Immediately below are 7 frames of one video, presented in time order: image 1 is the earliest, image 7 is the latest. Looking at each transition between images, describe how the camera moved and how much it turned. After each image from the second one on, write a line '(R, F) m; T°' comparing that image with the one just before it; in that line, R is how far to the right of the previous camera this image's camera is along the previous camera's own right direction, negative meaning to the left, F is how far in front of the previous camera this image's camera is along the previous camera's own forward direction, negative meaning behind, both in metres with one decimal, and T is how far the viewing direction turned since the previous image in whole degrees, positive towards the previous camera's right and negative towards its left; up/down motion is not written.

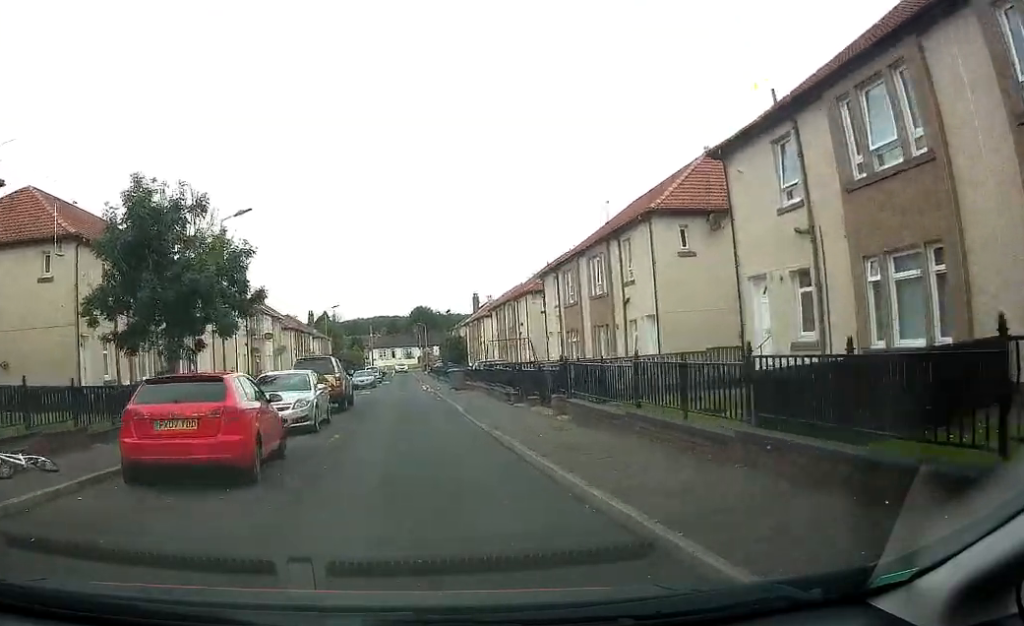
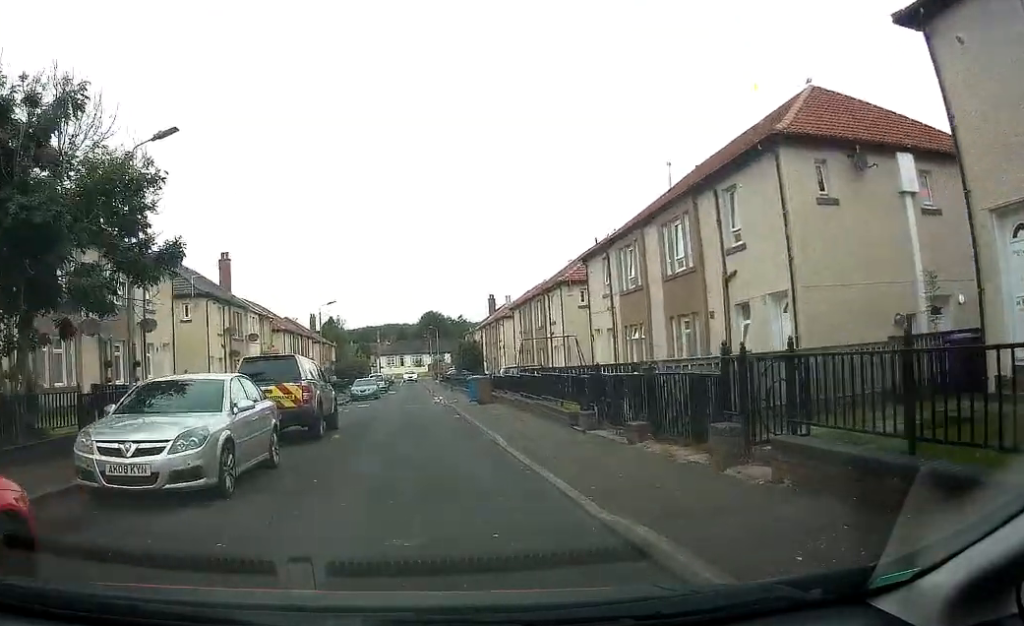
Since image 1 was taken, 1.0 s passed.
(-0.1, +7.6) m; -2°
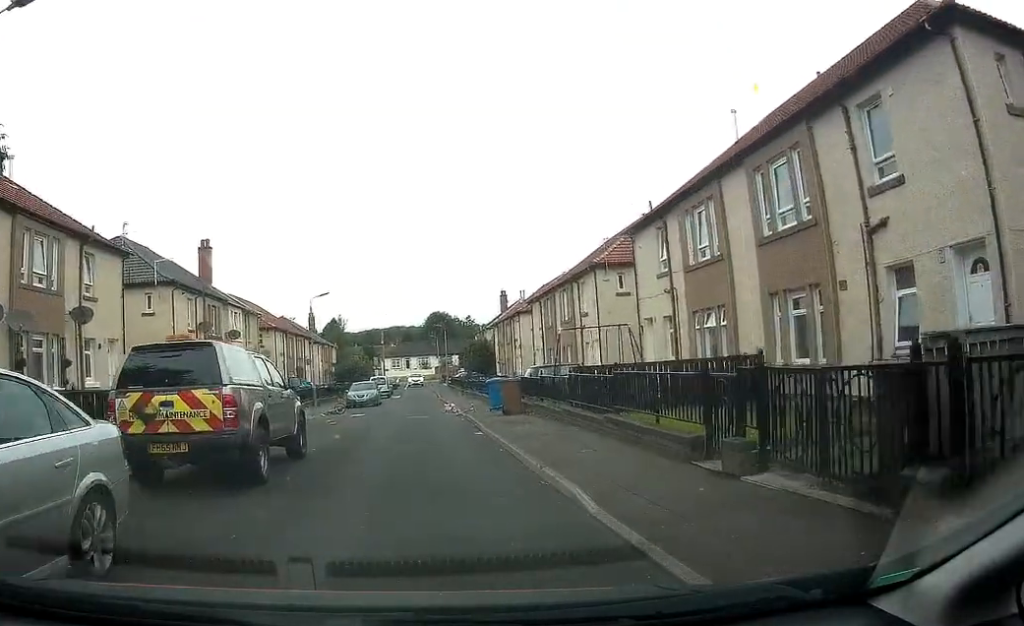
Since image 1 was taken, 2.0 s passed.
(-0.1, +6.4) m; 0°
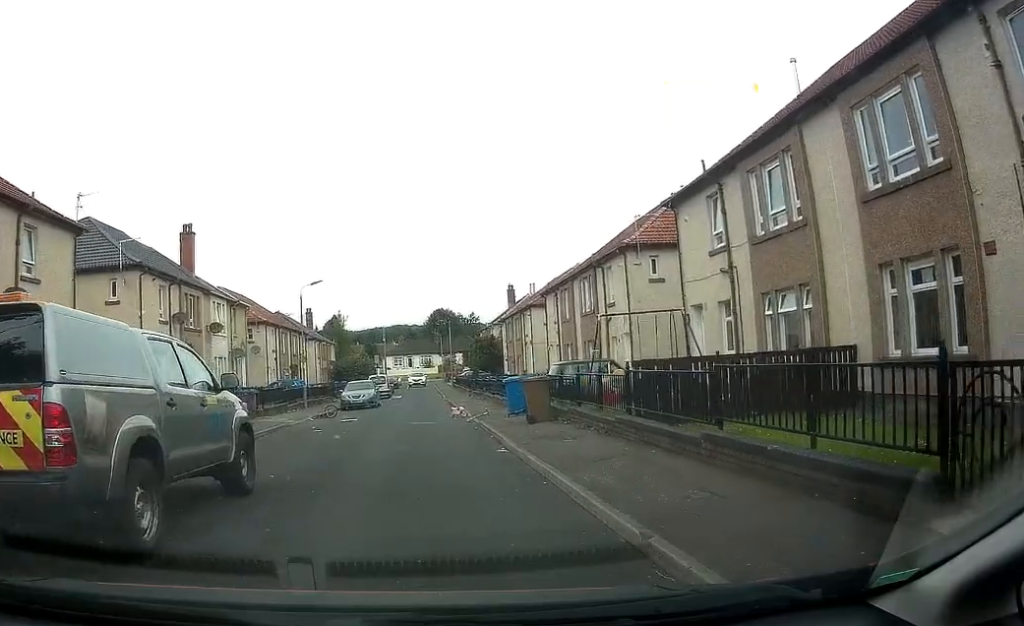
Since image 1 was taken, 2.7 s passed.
(+0.1, +4.6) m; 0°
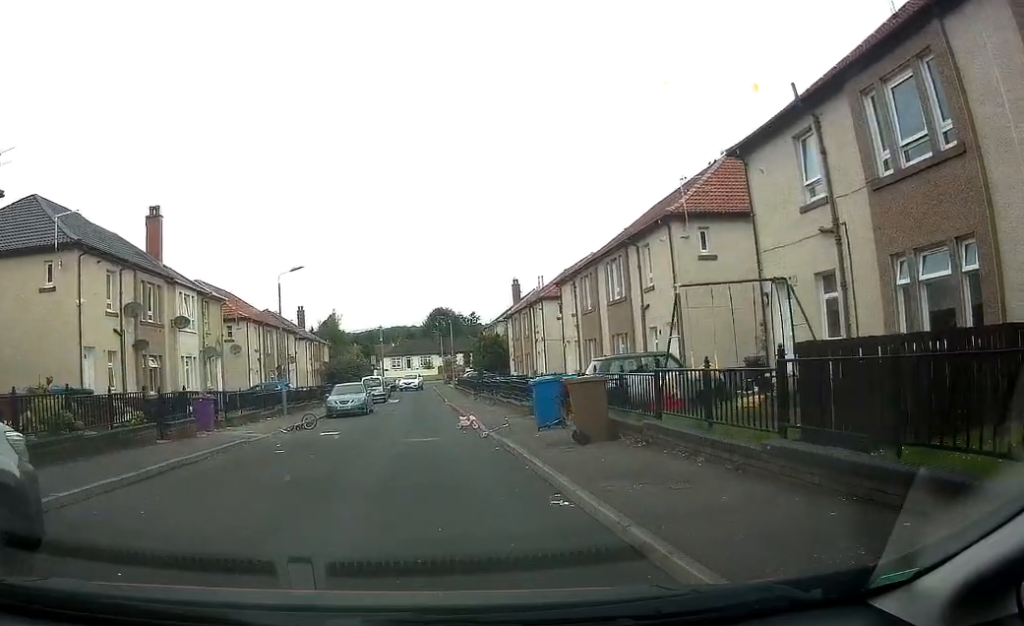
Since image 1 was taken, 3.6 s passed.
(0.0, +5.7) m; -1°
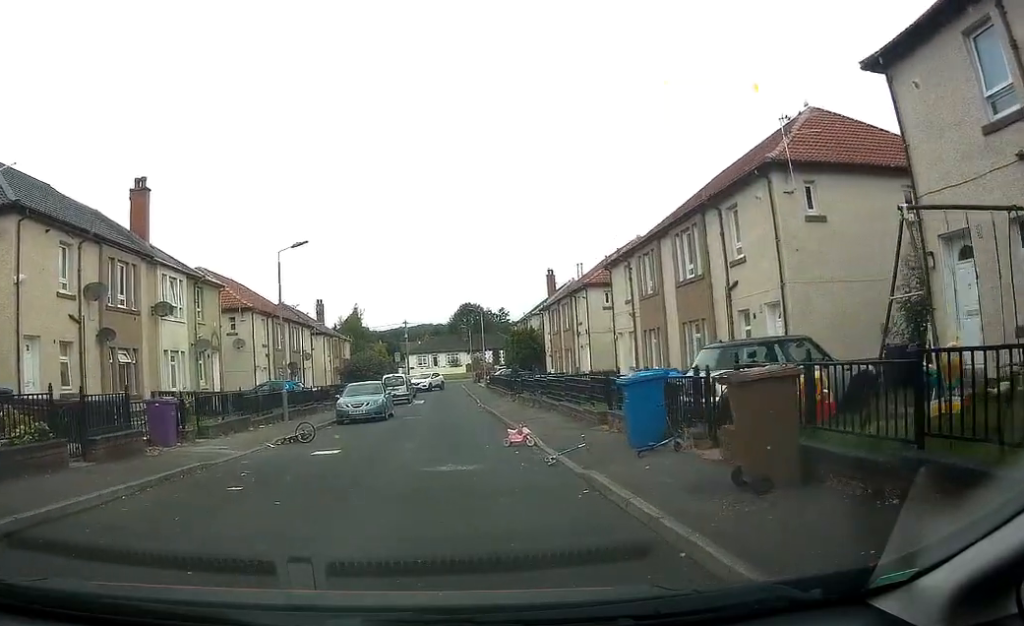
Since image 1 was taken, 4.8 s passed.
(-0.1, +6.0) m; -2°
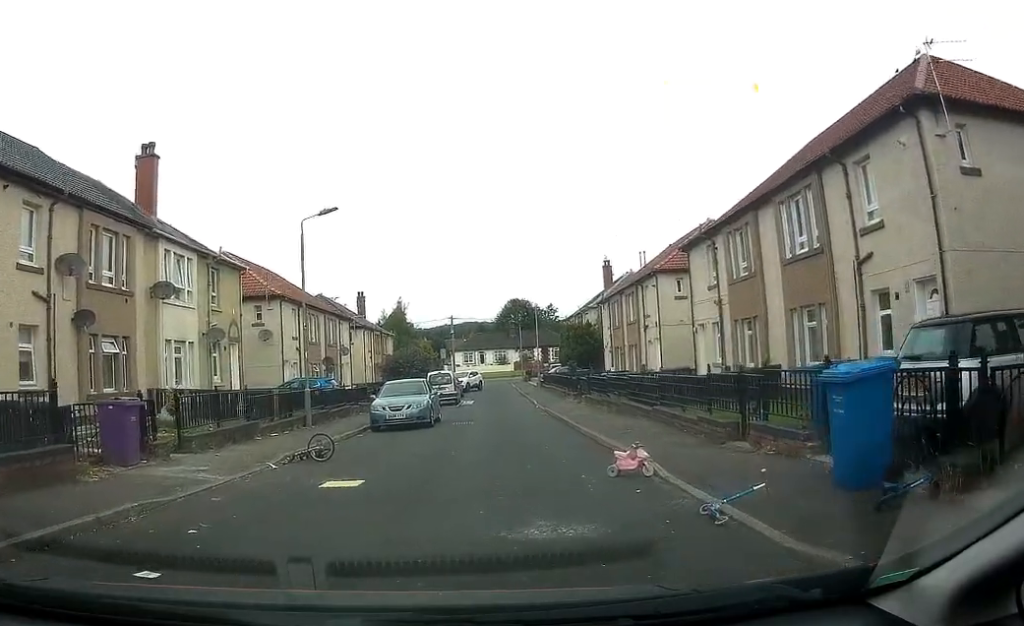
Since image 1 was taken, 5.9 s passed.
(-0.1, +4.8) m; -2°
